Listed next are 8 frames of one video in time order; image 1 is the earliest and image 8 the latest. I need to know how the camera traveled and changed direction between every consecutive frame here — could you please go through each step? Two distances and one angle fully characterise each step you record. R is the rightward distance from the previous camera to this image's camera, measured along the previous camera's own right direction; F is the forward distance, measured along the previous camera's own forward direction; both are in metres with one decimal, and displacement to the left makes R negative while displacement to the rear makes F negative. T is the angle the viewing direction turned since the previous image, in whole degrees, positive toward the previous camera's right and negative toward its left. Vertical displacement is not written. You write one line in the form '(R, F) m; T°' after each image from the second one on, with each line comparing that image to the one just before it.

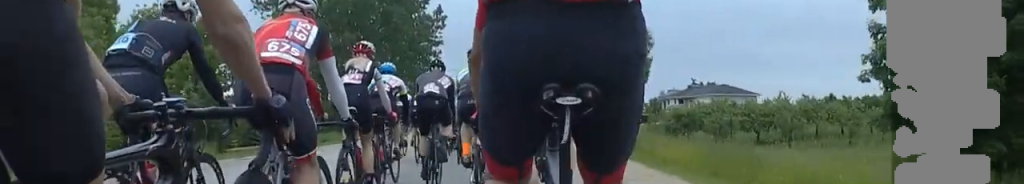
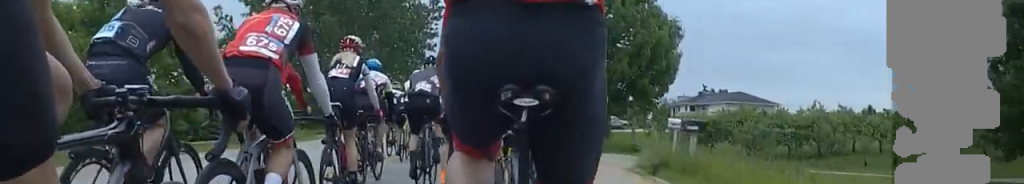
(-0.5, +5.6) m; +1°
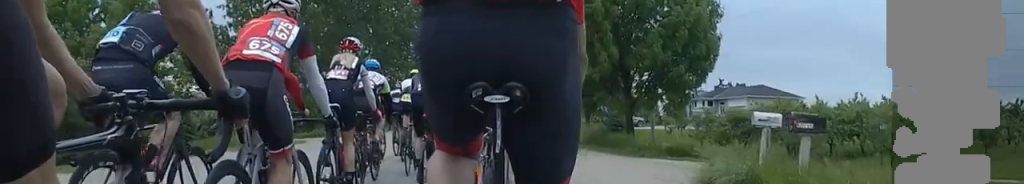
(+0.7, +4.7) m; 0°
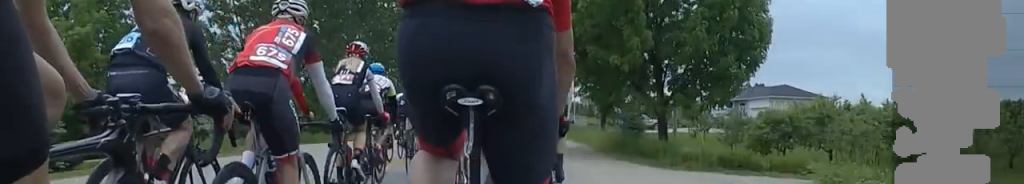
(-0.1, +4.1) m; 0°
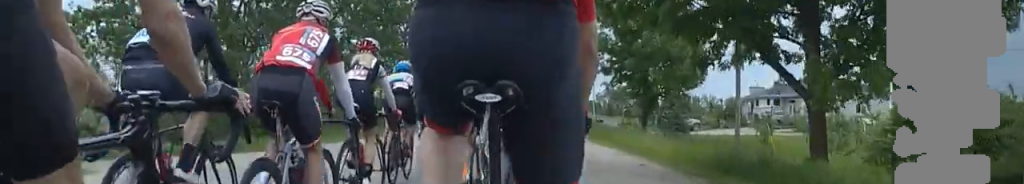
(-0.1, +9.8) m; +1°
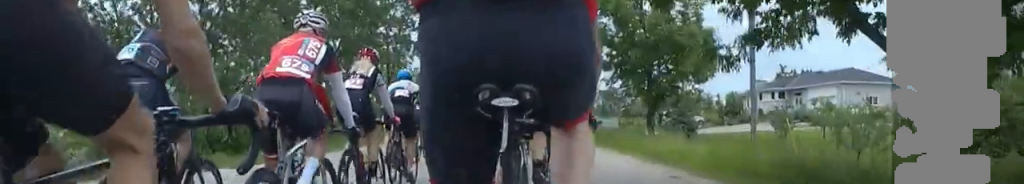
(+0.1, +3.4) m; +1°
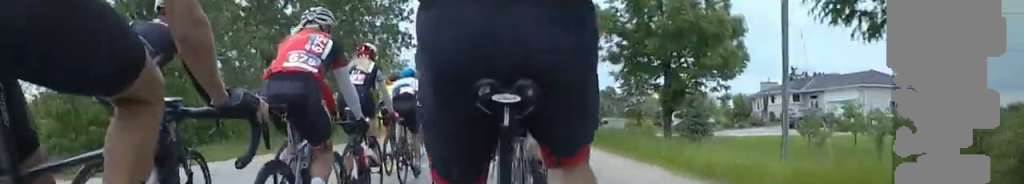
(-0.4, +4.2) m; 0°
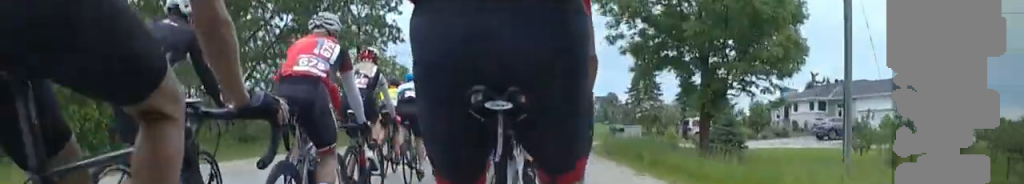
(+0.1, +5.0) m; -1°
